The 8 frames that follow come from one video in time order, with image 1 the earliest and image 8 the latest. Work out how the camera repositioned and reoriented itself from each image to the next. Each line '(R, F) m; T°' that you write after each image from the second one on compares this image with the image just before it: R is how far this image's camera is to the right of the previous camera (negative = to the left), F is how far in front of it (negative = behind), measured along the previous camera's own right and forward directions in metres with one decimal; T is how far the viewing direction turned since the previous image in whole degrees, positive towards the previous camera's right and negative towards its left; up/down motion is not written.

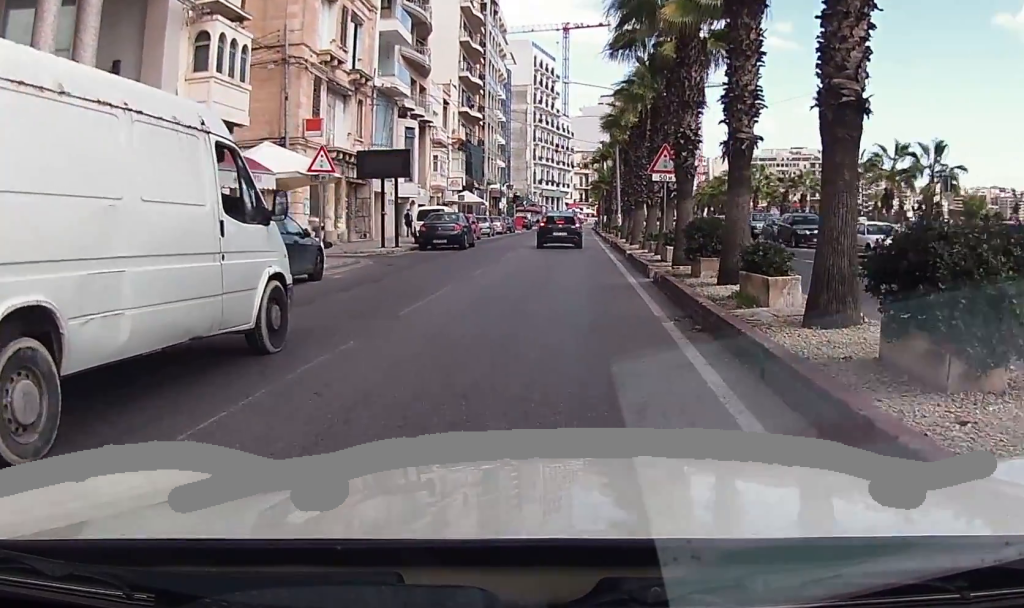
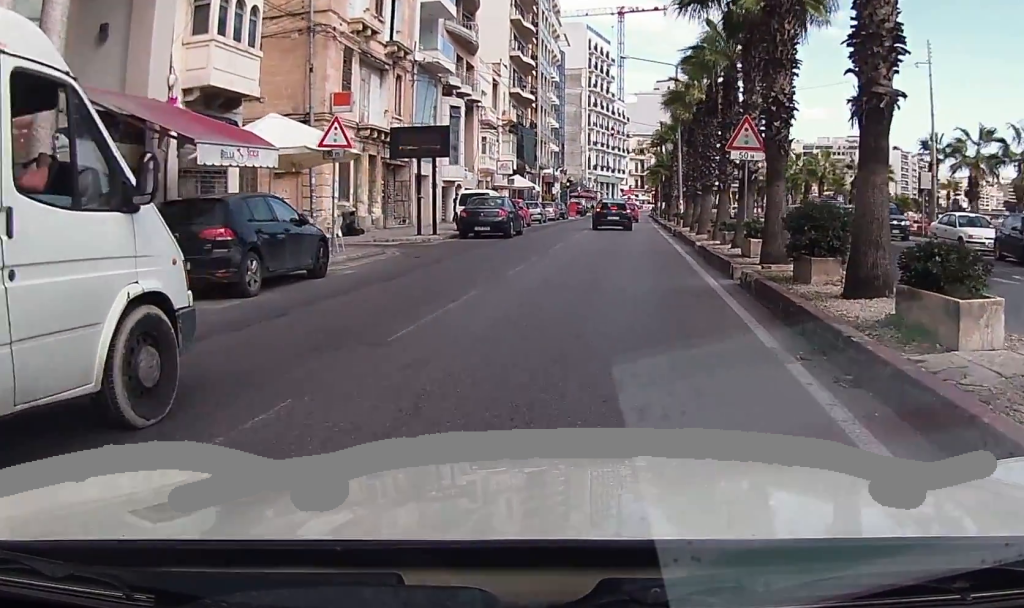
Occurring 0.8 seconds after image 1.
(-0.2, +3.3) m; -7°
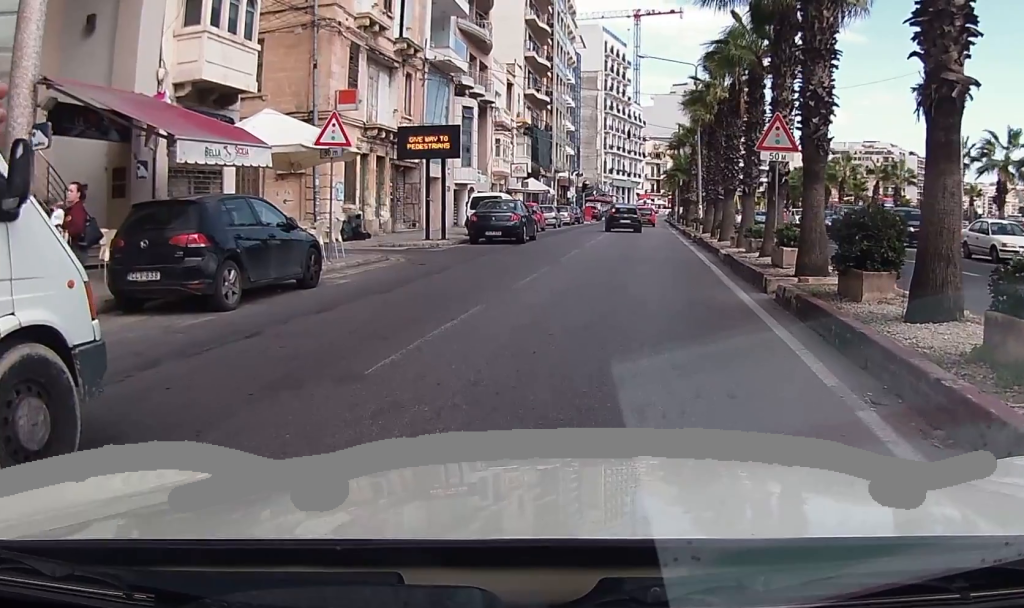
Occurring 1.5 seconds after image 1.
(-0.1, +2.2) m; -5°
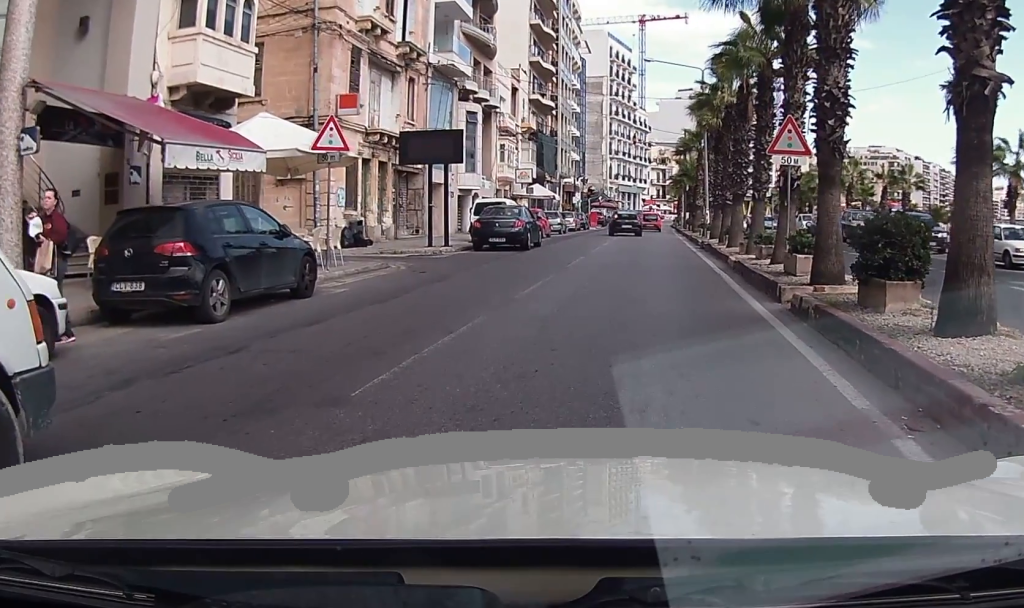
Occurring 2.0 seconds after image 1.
(-0.1, +1.8) m; -3°
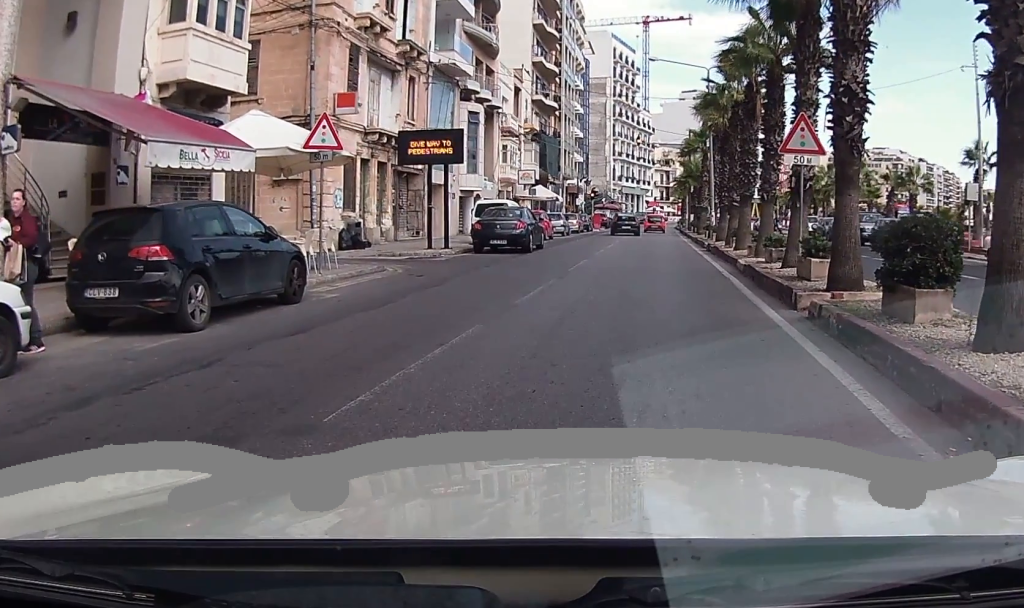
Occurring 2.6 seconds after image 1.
(0.0, +1.4) m; -1°
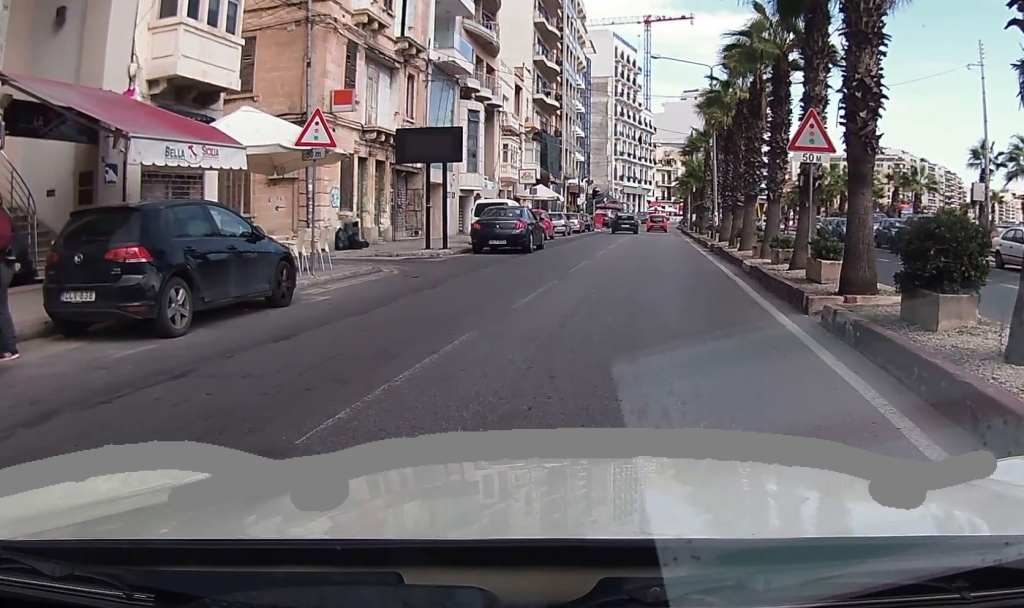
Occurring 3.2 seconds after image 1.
(0.0, +0.9) m; 0°
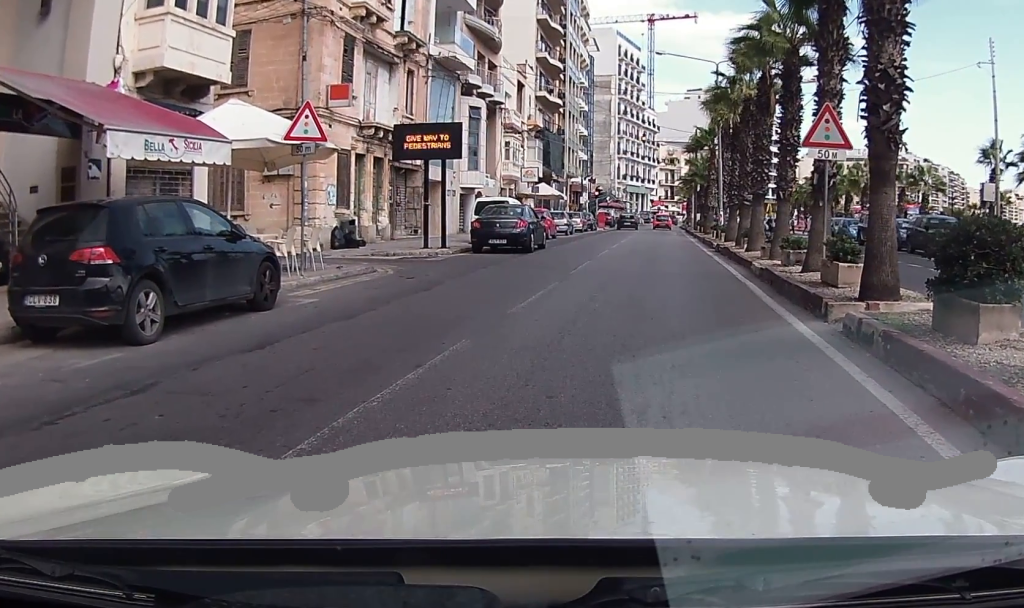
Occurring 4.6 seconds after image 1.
(-0.2, +0.6) m; 0°
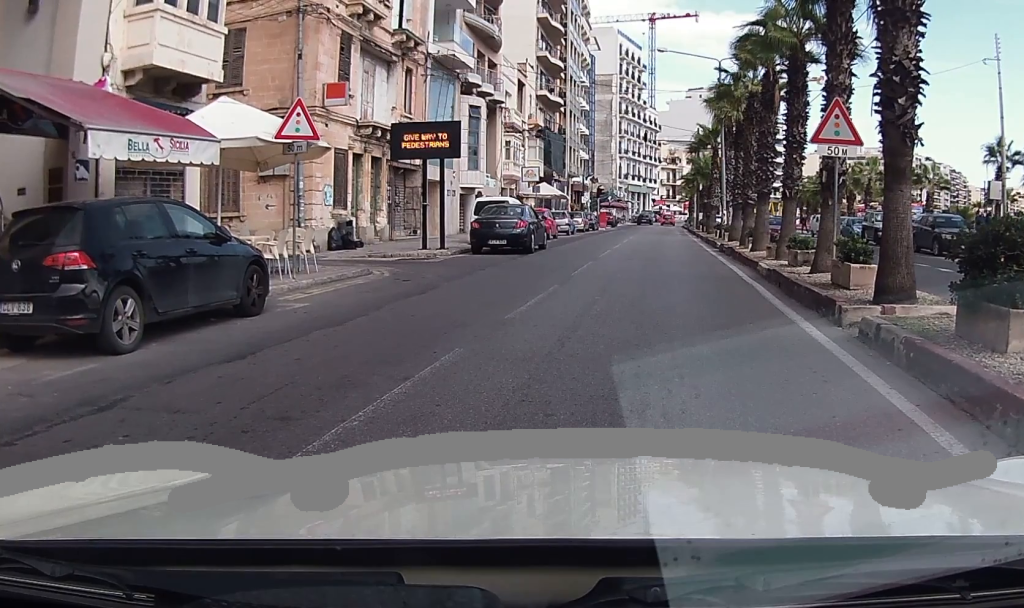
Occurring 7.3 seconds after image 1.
(+0.1, +0.8) m; 0°
